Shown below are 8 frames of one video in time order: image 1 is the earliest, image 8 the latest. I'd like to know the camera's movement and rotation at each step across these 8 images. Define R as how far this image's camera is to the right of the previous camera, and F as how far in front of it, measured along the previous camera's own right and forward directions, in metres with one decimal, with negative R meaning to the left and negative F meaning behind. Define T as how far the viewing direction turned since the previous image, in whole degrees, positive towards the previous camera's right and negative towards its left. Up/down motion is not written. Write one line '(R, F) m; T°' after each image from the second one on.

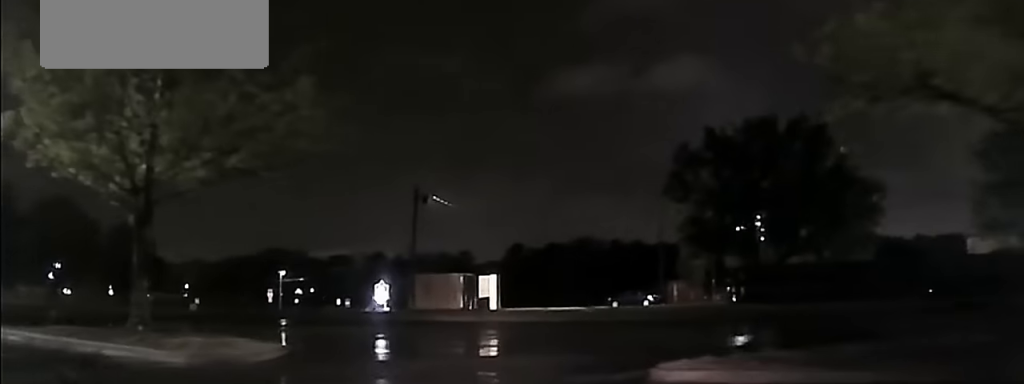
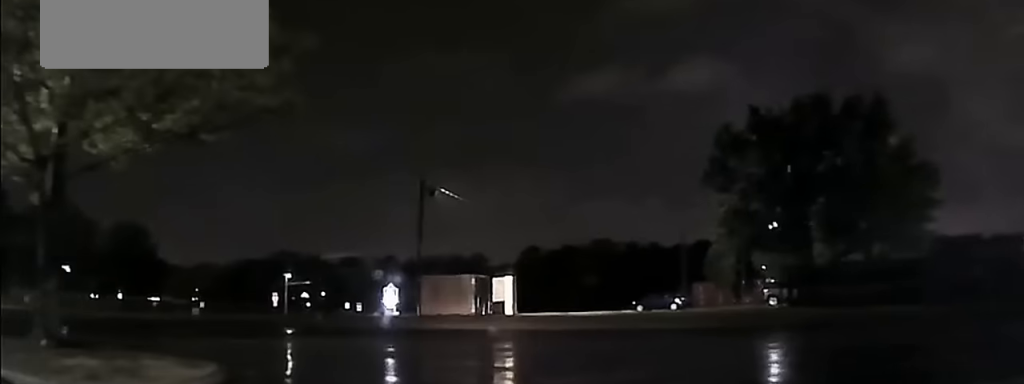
(+0.2, +4.8) m; -2°
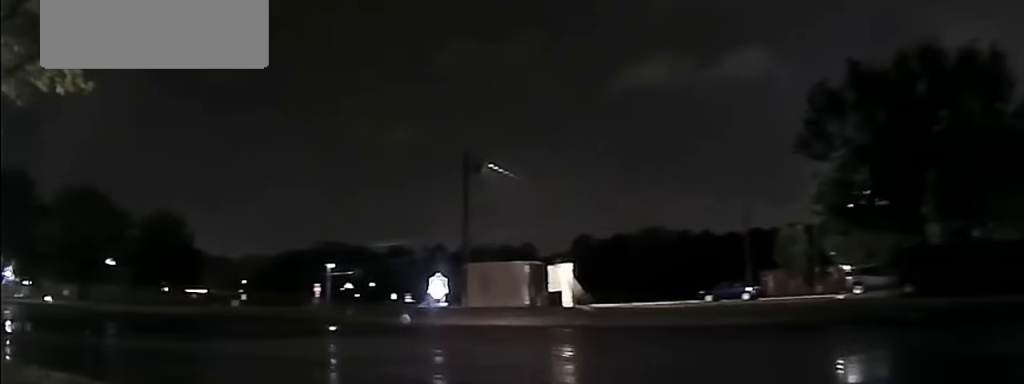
(-0.3, +6.0) m; -5°
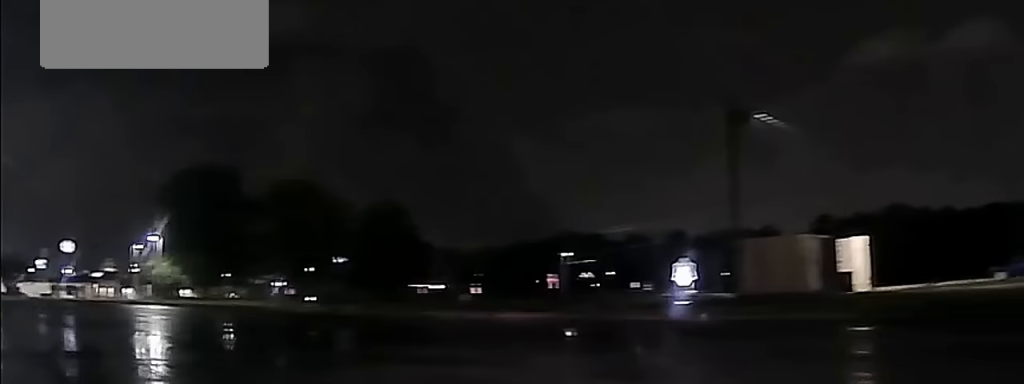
(-0.6, +9.9) m; -9°
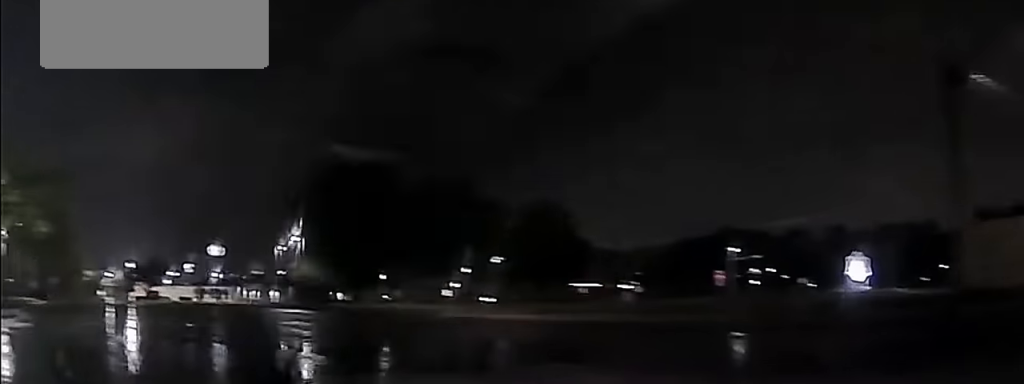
(-0.2, +5.5) m; -6°
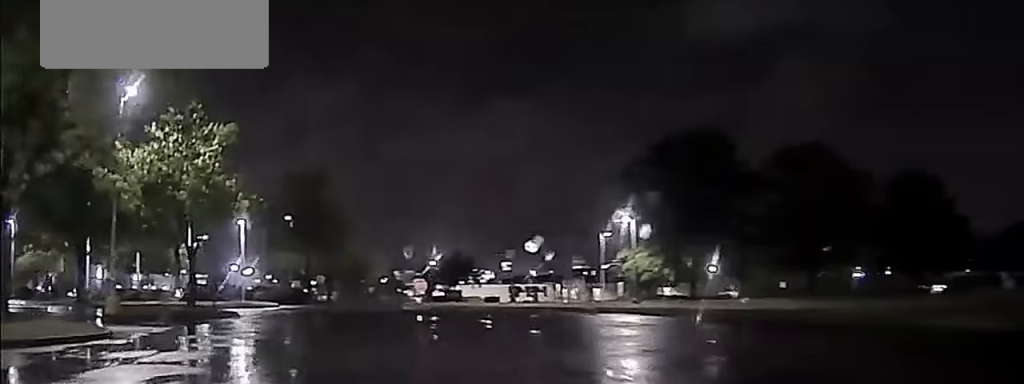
(-3.8, +15.9) m; -25°
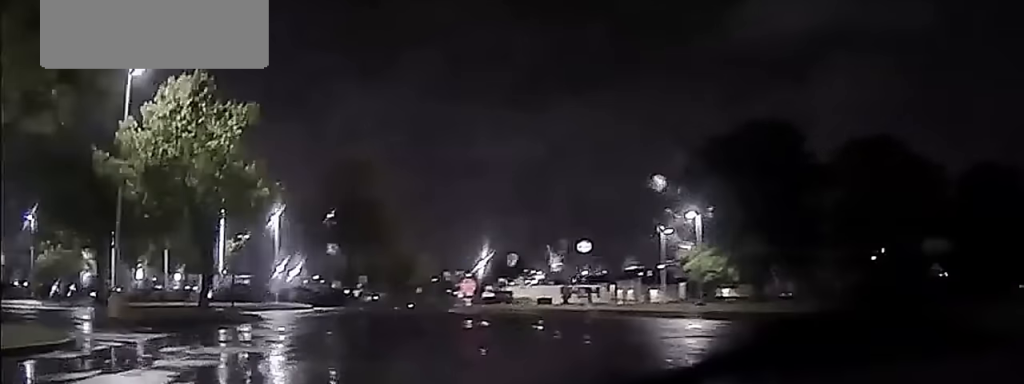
(-0.1, +3.5) m; -4°
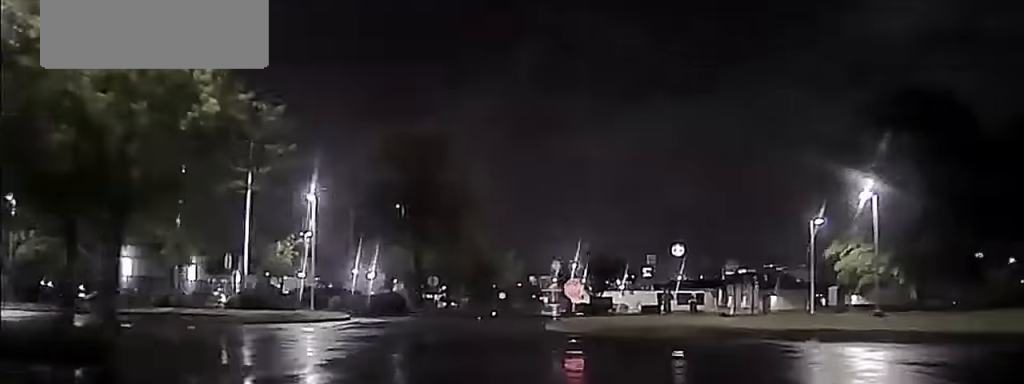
(-1.3, +13.4) m; -11°
